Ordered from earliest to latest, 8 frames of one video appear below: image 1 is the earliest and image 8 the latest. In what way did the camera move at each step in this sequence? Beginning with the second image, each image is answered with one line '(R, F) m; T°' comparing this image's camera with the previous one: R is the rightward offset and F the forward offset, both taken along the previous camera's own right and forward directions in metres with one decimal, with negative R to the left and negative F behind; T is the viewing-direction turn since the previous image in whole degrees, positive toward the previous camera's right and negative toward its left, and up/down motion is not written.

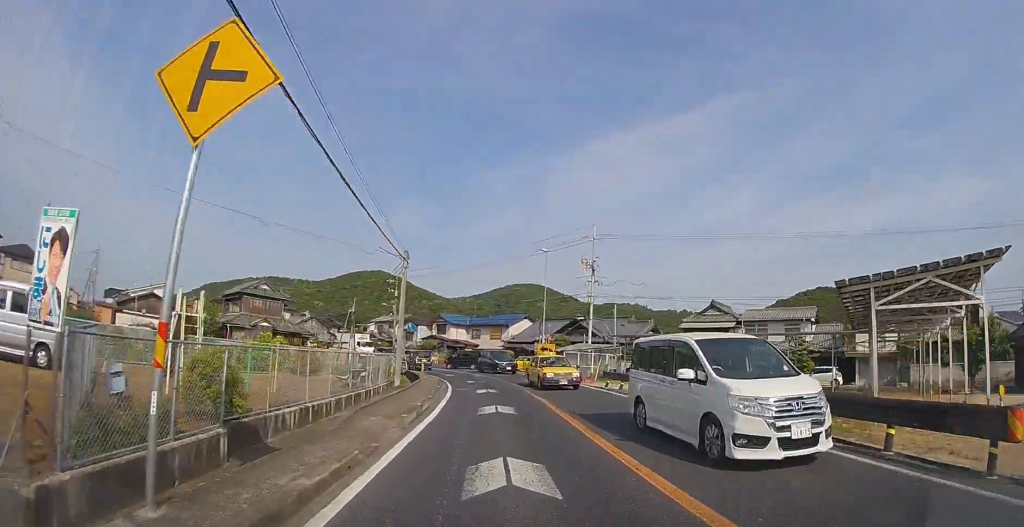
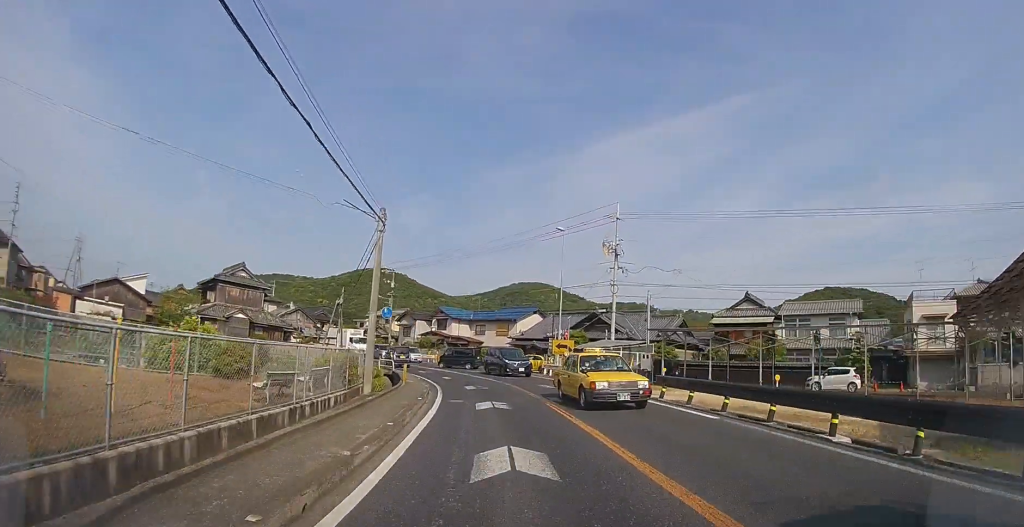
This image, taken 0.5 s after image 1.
(0.0, +6.3) m; -1°
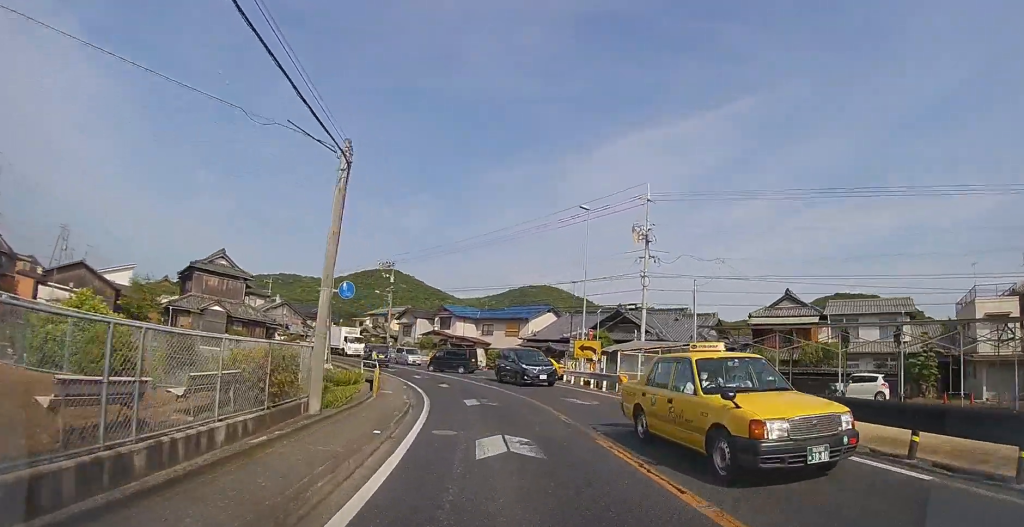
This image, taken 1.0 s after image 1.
(0.0, +5.7) m; -1°
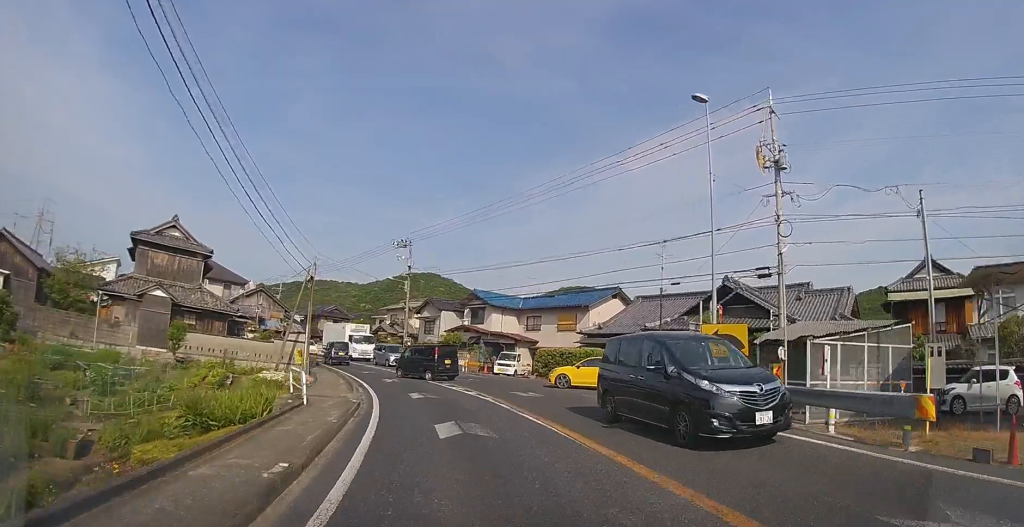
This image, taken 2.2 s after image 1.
(-0.4, +13.3) m; -6°
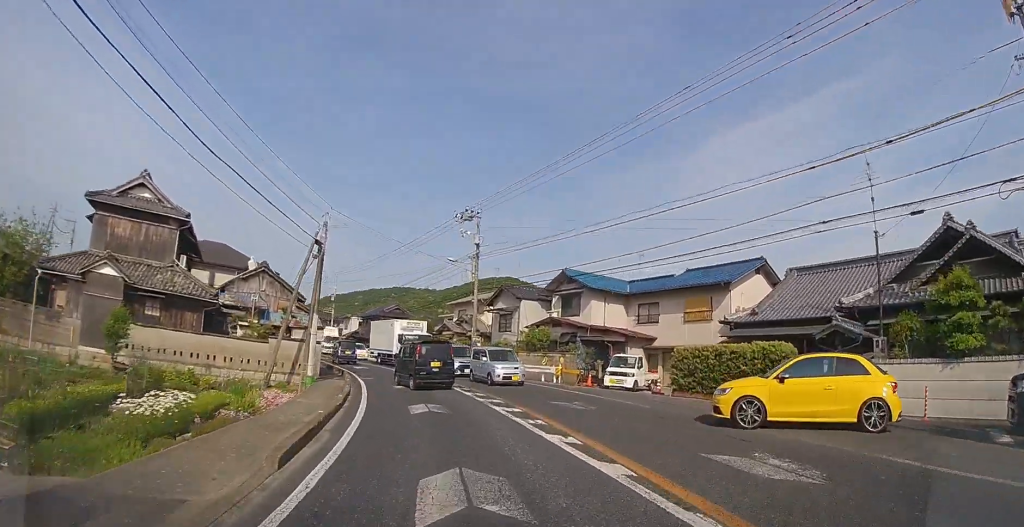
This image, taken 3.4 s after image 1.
(-1.0, +11.4) m; -10°
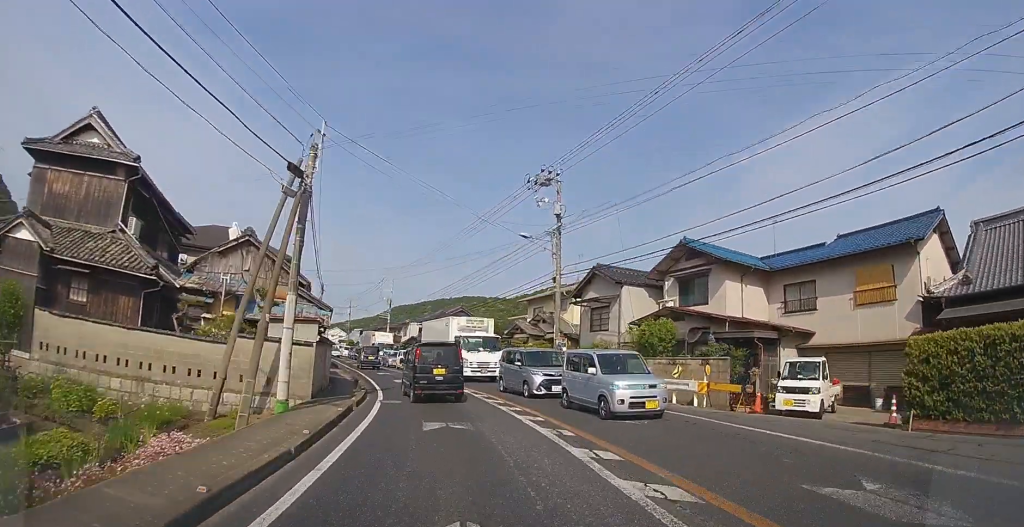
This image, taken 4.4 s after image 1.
(-0.8, +8.9) m; -6°
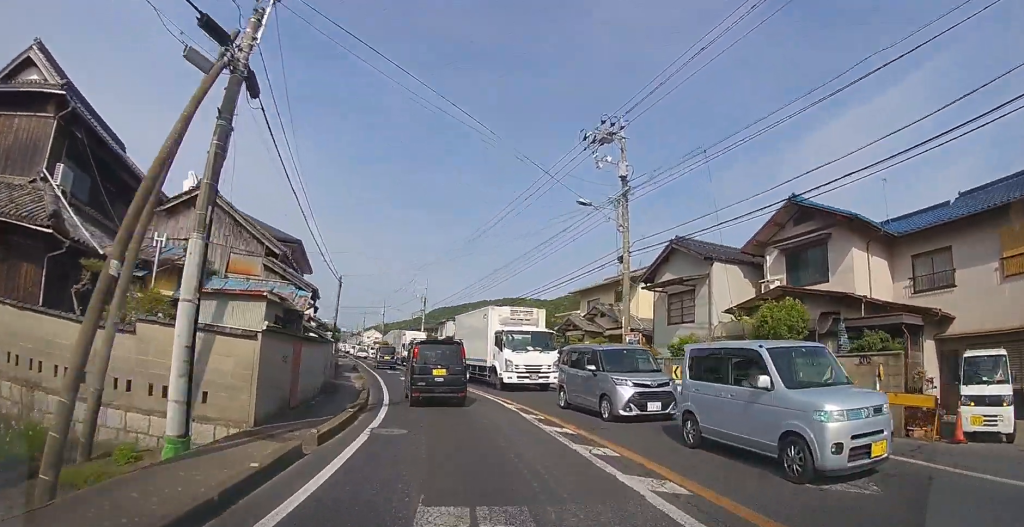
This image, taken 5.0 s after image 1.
(+0.1, +5.6) m; -3°
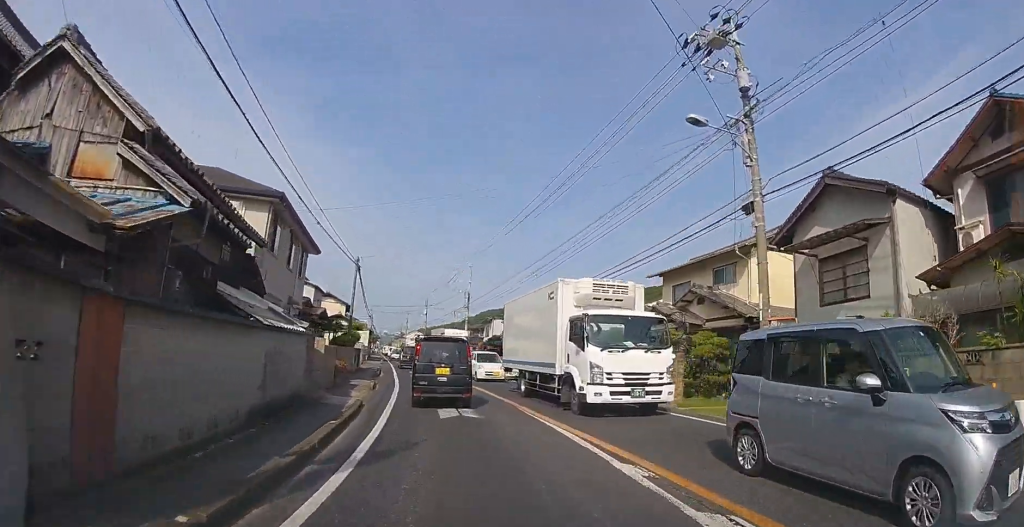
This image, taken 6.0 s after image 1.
(-0.5, +7.0) m; -8°
